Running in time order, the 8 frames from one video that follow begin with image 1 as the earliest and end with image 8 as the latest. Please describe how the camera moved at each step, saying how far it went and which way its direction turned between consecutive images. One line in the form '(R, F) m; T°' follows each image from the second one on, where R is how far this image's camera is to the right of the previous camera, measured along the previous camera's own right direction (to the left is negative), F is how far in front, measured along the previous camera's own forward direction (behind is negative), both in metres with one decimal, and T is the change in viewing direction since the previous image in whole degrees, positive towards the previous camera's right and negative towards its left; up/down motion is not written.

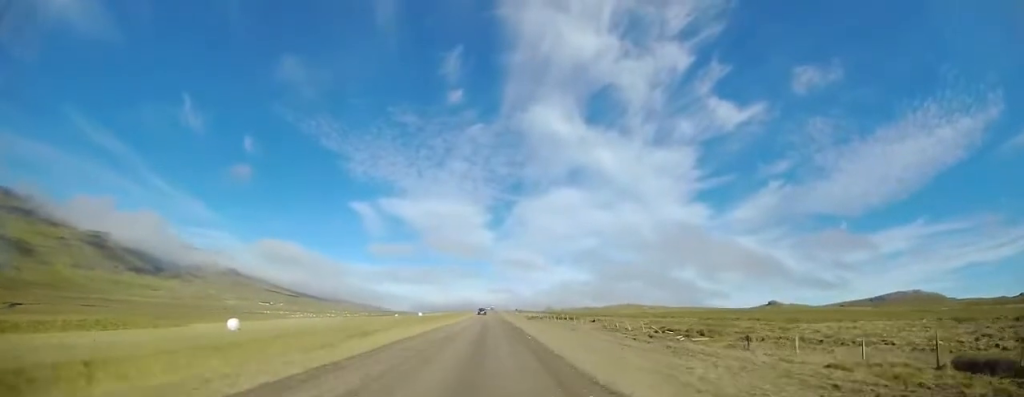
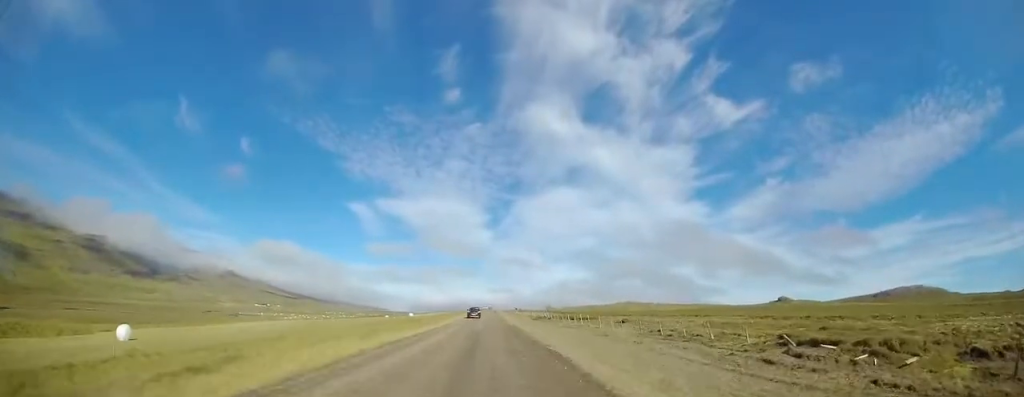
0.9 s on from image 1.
(0.0, +17.4) m; -1°
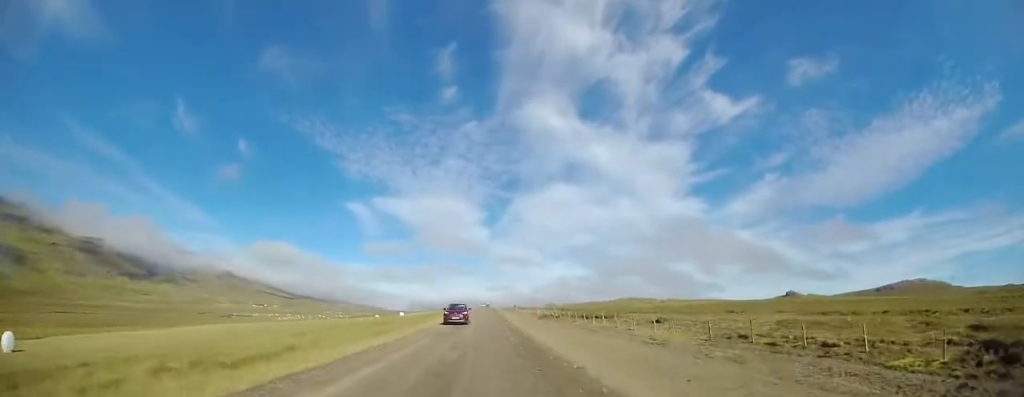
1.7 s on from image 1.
(-0.2, +13.7) m; -1°
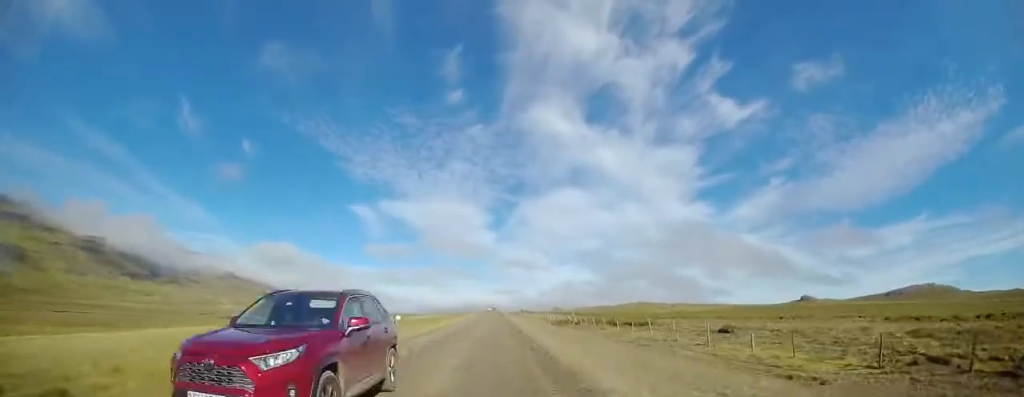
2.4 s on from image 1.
(+0.2, +13.6) m; -1°
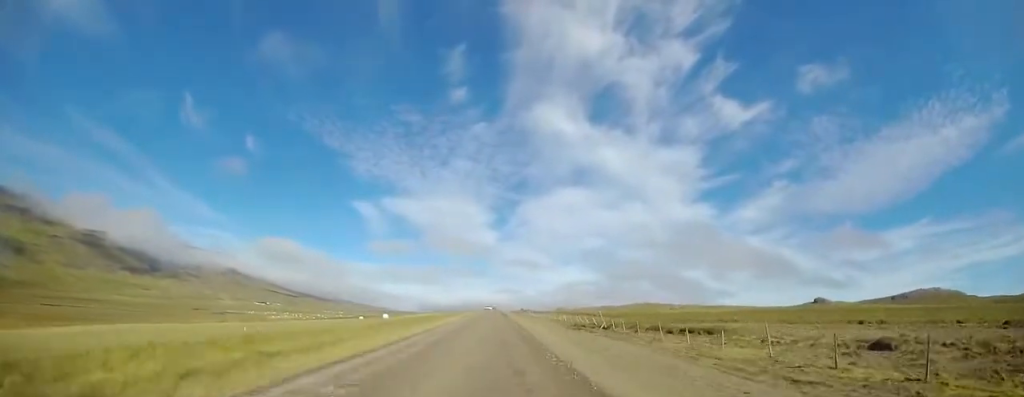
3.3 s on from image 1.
(-0.4, +16.5) m; -1°
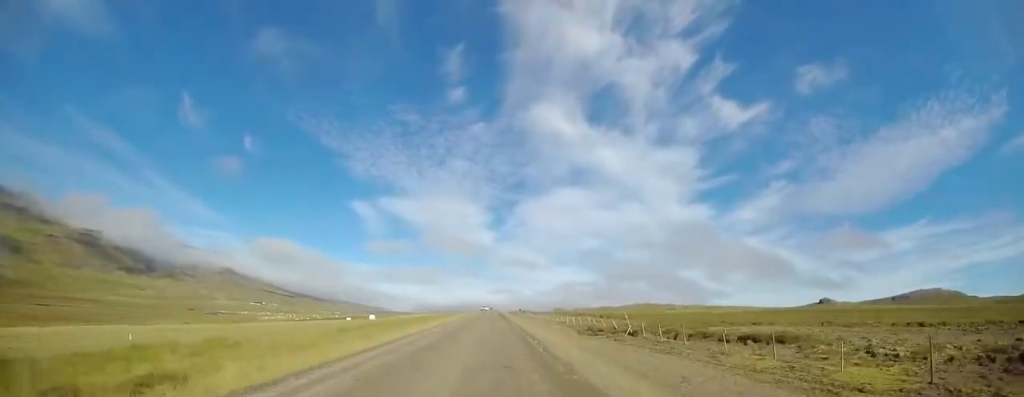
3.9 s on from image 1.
(0.0, +10.3) m; +1°
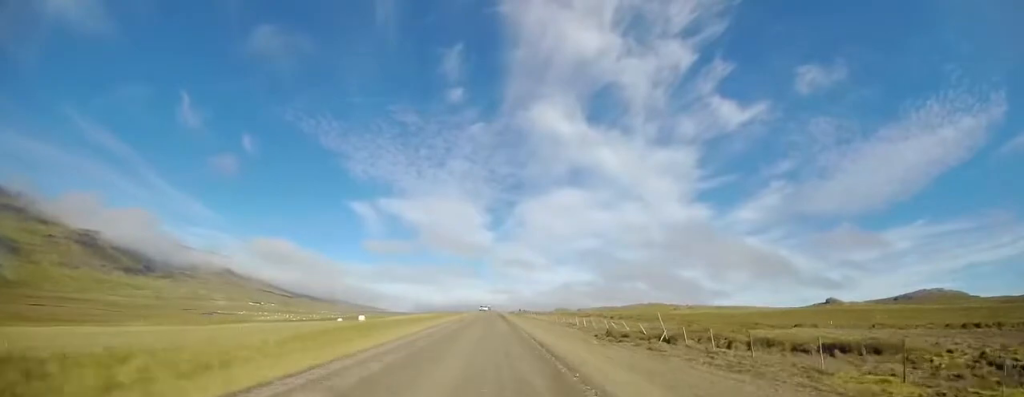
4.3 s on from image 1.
(0.0, +8.5) m; +1°
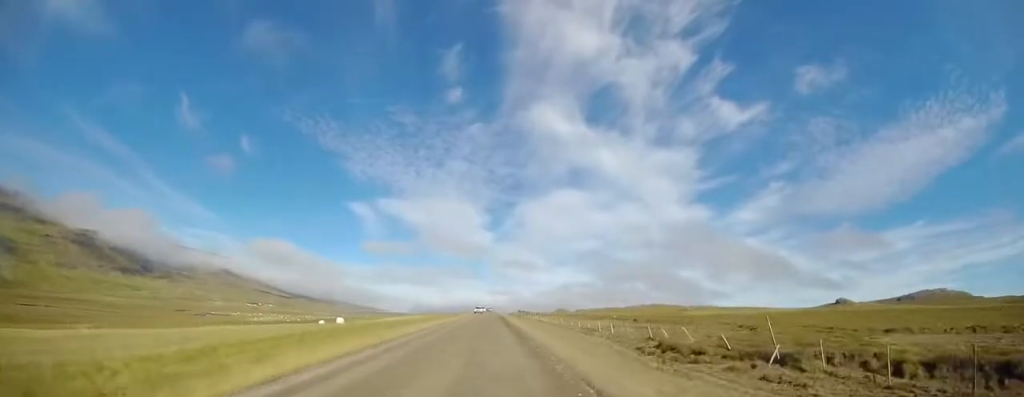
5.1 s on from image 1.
(+0.2, +13.5) m; 0°
